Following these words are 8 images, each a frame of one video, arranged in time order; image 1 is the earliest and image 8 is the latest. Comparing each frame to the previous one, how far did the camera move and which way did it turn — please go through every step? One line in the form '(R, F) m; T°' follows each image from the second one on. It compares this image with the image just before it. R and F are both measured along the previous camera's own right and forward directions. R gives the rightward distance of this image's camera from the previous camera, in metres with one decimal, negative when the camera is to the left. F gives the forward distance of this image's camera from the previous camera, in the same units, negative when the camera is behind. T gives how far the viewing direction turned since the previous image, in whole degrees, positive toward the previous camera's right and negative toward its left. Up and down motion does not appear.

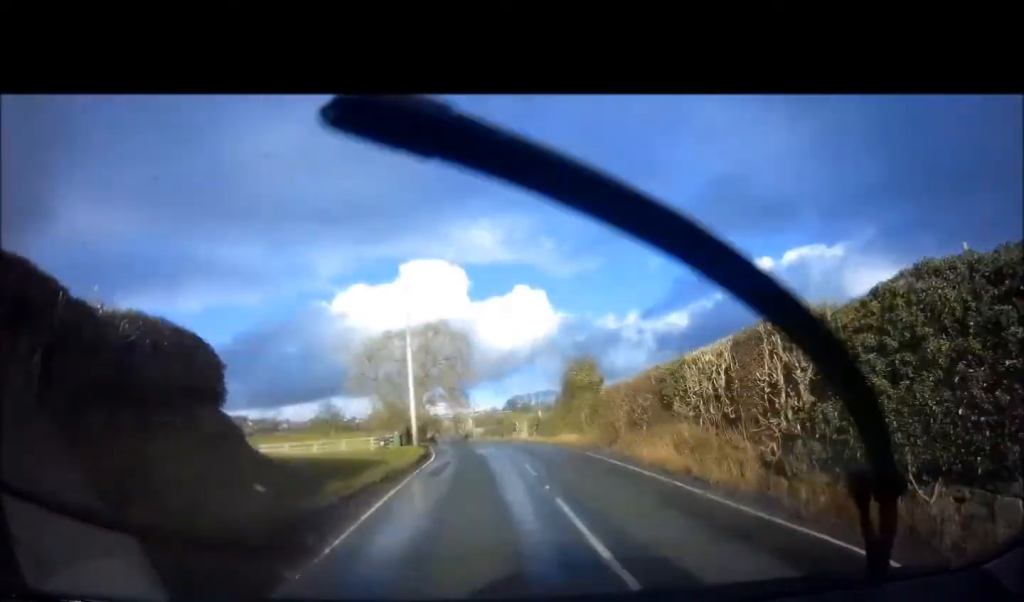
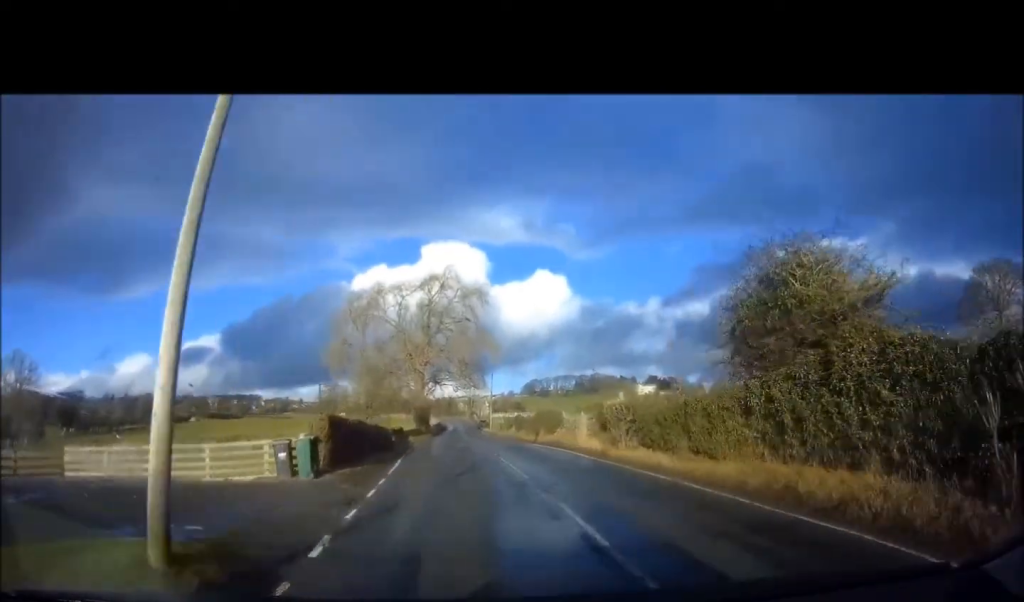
(-0.2, +18.9) m; -2°
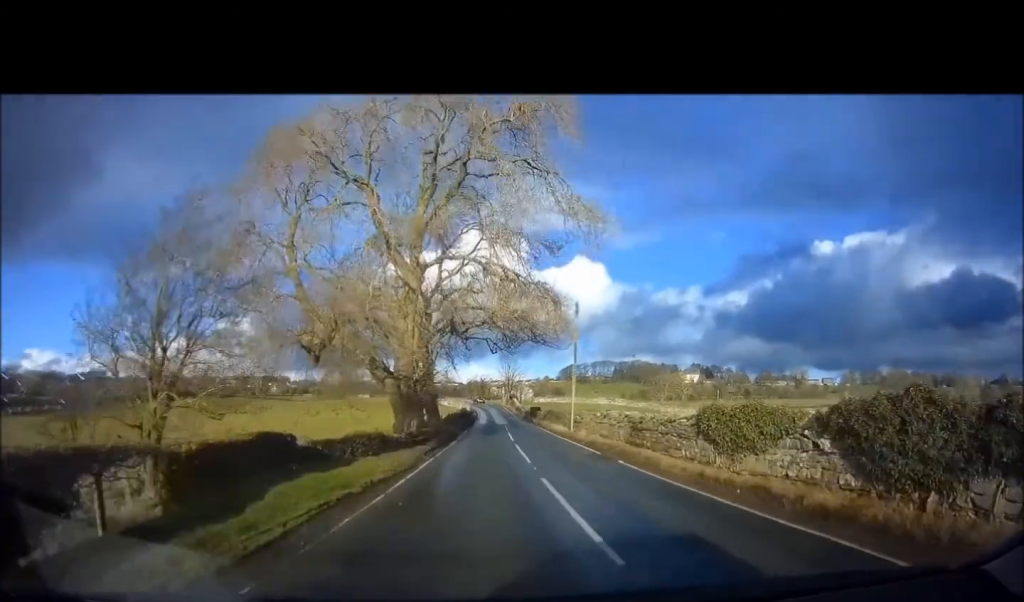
(-1.1, +32.9) m; -2°
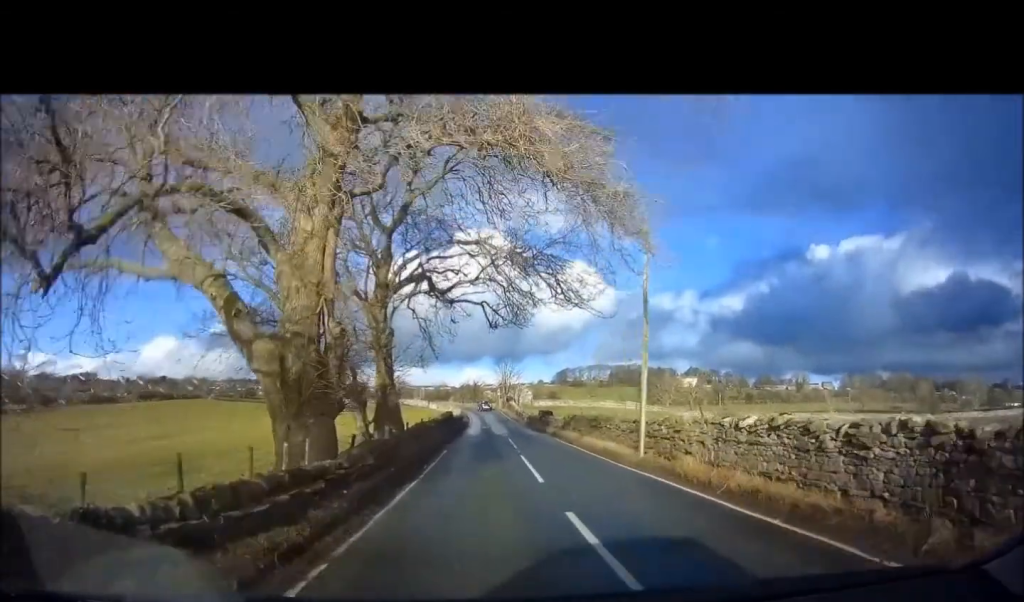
(+0.1, +11.8) m; 0°
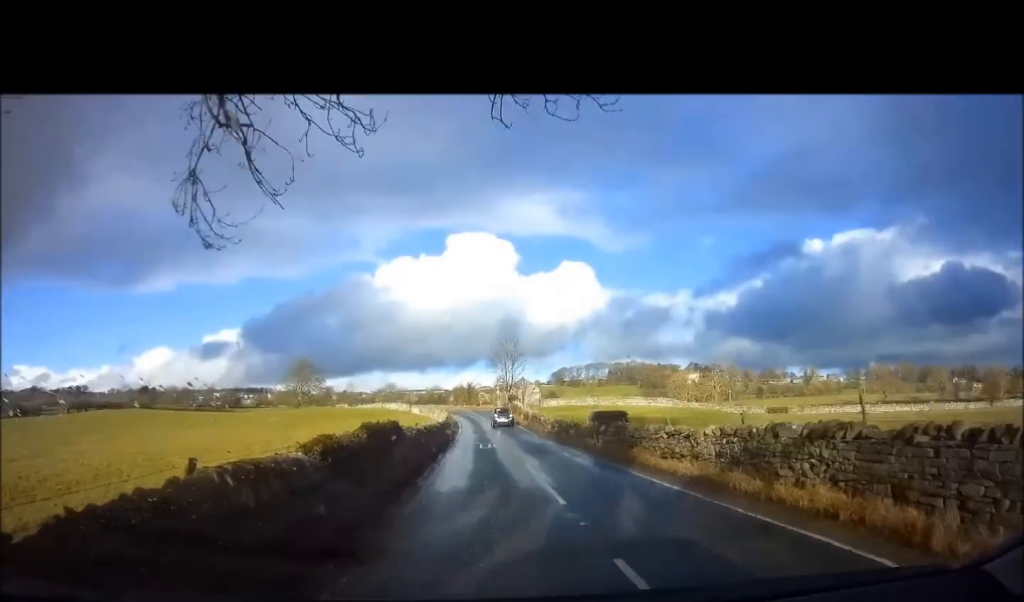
(+0.2, +20.2) m; 0°
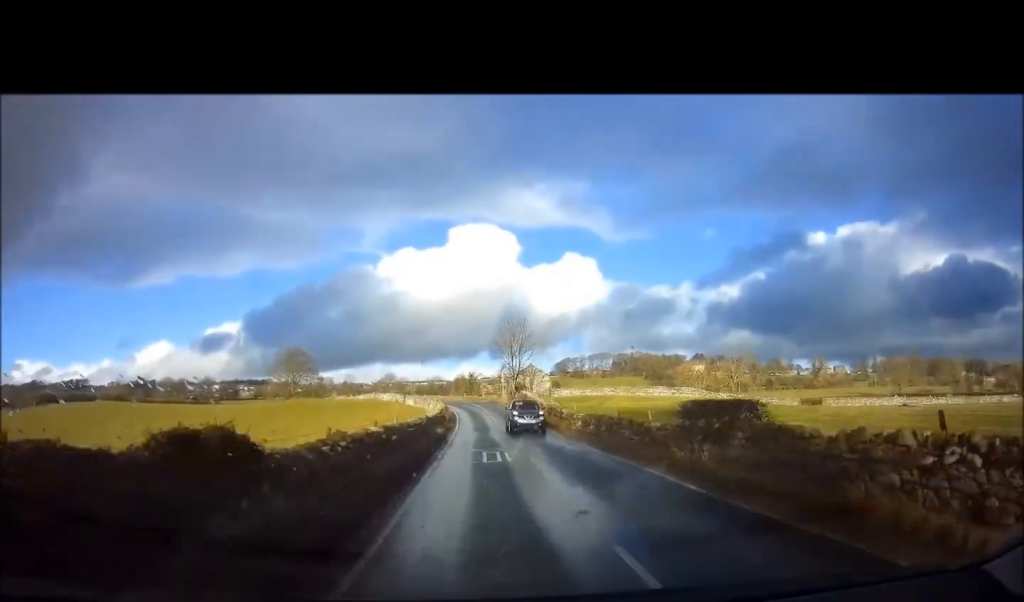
(0.0, +8.9) m; 0°
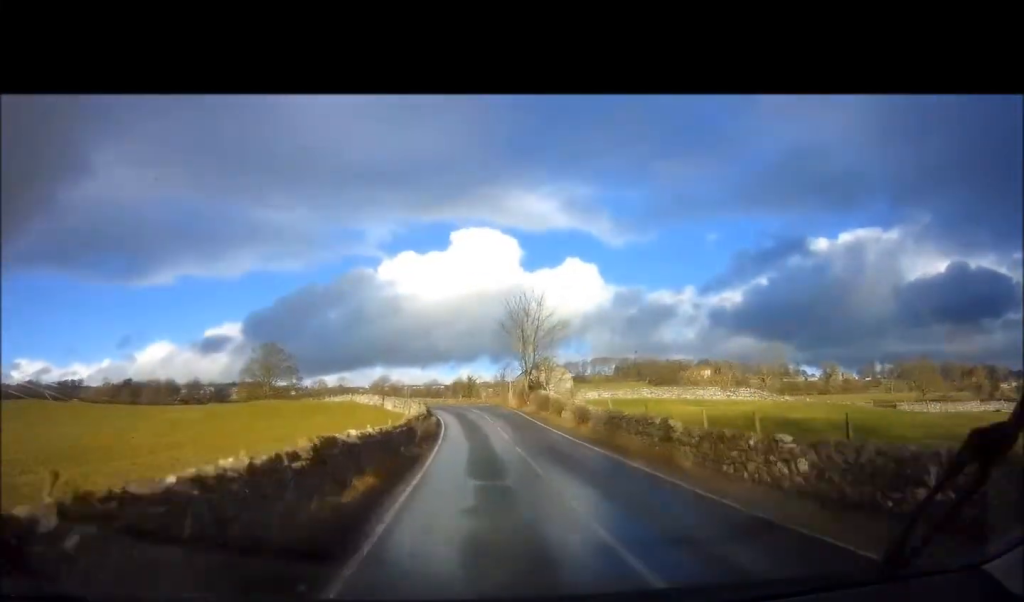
(-0.1, +16.2) m; -1°
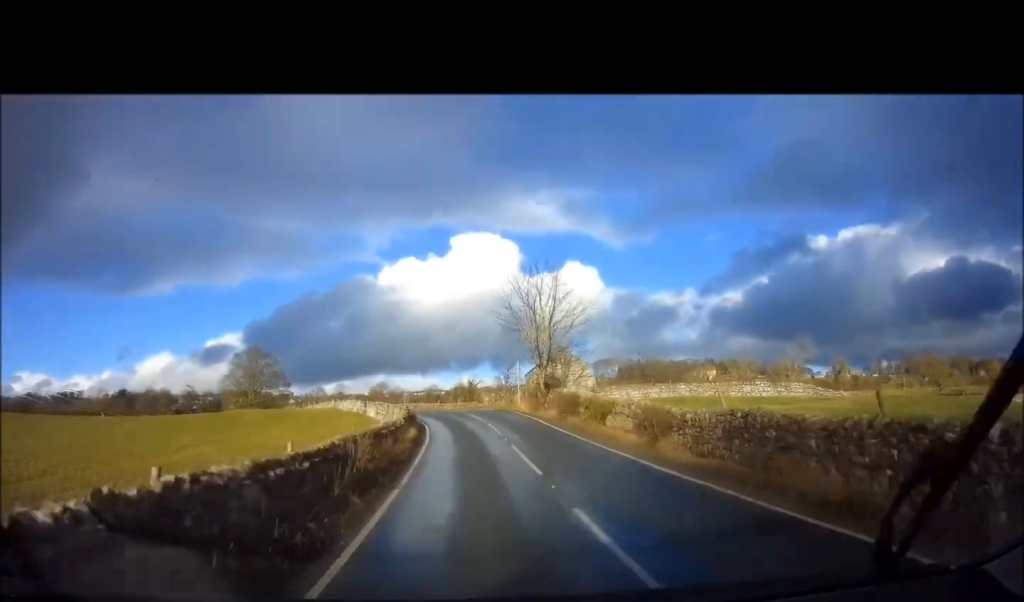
(0.0, +9.6) m; -1°
